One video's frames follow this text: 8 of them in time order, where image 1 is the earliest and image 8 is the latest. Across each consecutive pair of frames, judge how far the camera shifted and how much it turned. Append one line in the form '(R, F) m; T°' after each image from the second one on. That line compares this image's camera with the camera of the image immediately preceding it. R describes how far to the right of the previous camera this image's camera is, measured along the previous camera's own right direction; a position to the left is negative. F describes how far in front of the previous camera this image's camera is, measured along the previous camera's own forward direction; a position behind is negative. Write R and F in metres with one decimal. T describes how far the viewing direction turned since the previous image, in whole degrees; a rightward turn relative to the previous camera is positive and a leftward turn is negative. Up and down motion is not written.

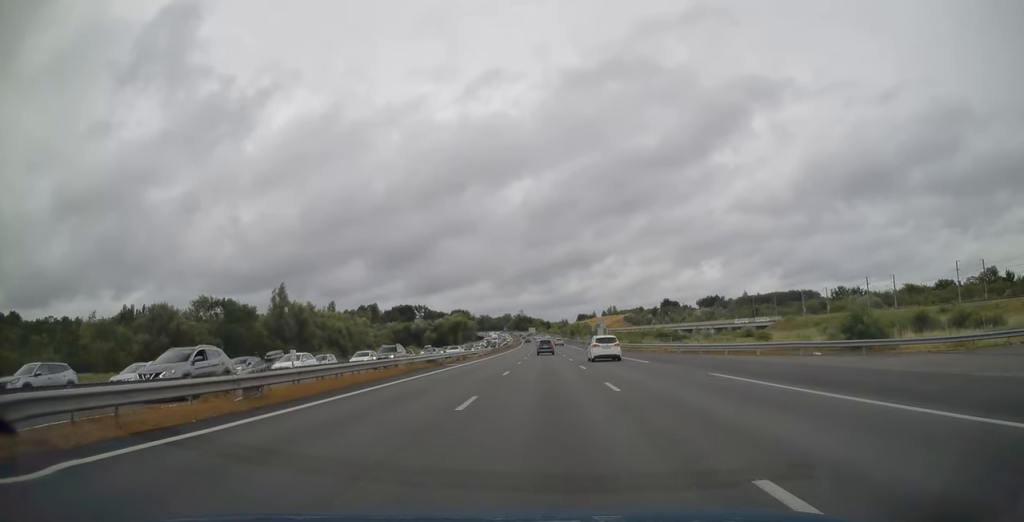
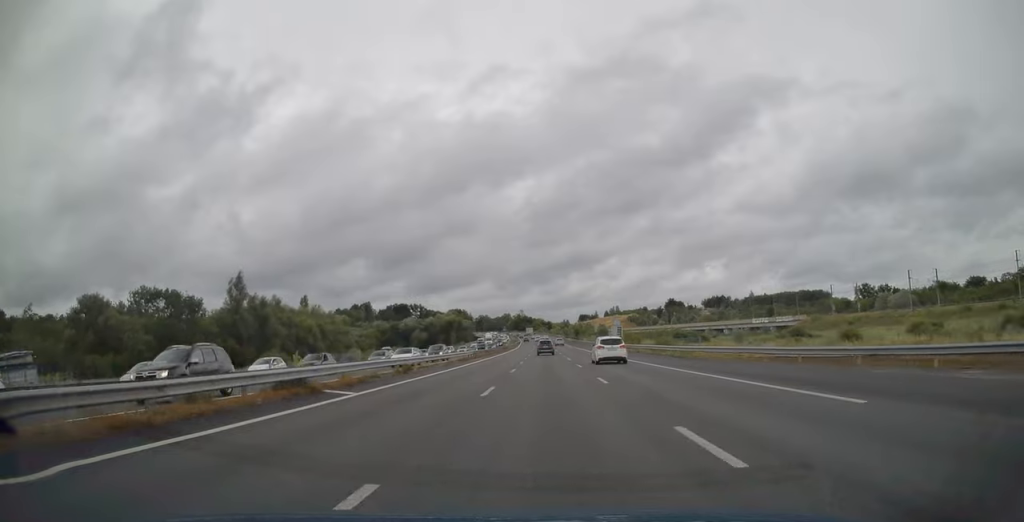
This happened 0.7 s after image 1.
(-0.1, +22.2) m; 0°
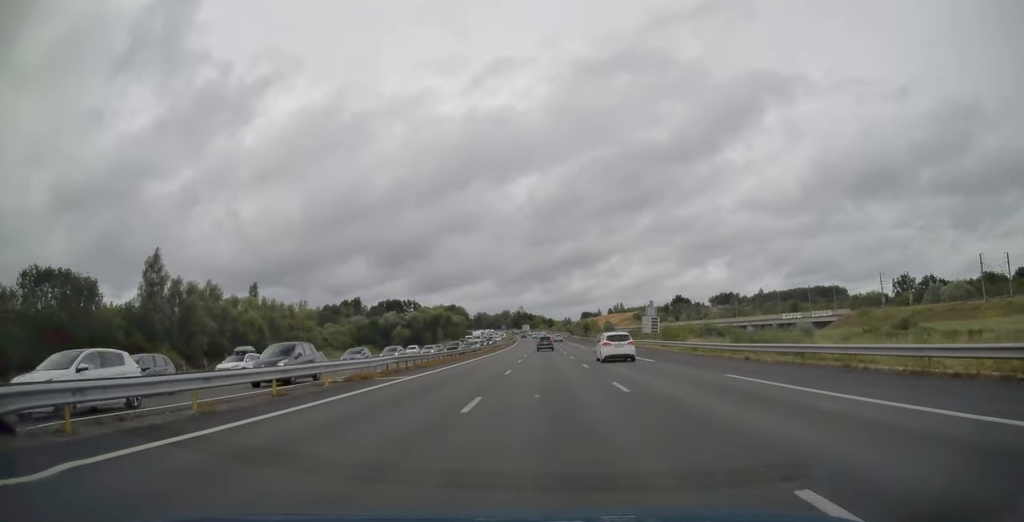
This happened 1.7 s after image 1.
(+0.1, +30.1) m; 0°
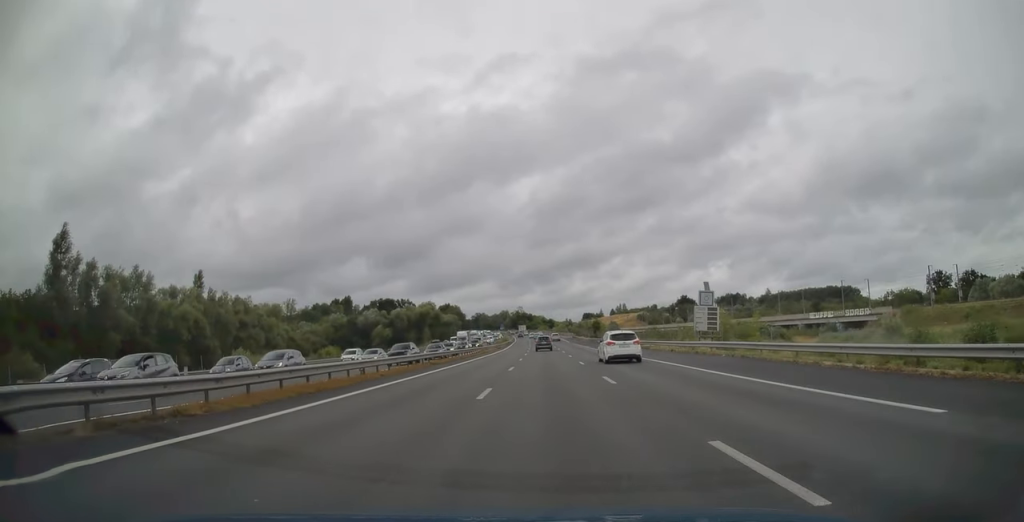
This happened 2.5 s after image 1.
(+0.1, +23.2) m; 0°
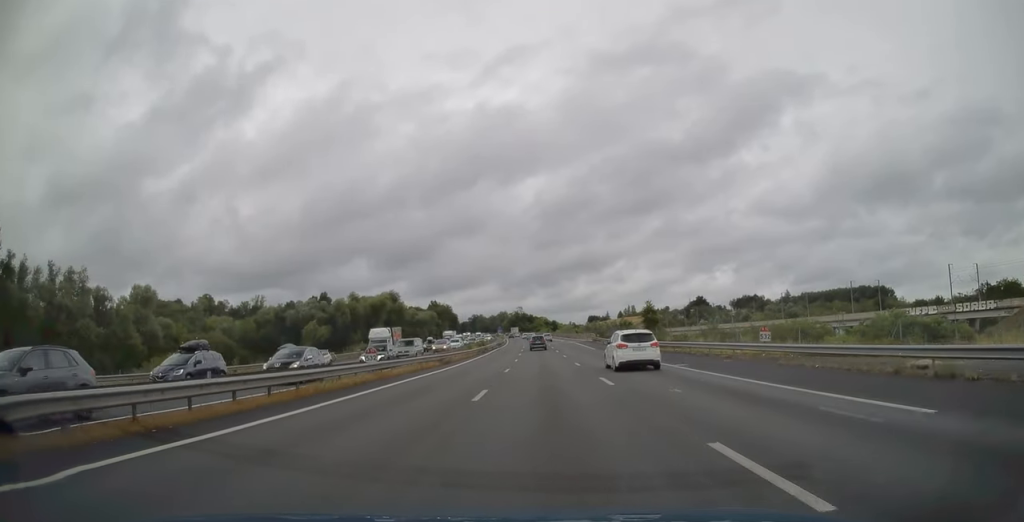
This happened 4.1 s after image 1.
(-0.1, +51.8) m; -1°
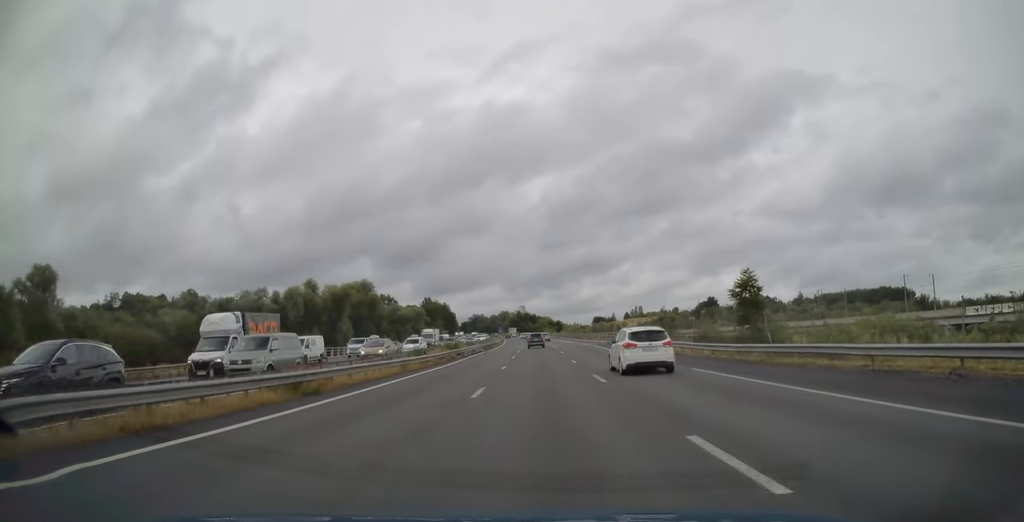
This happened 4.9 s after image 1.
(-0.1, +25.5) m; 0°
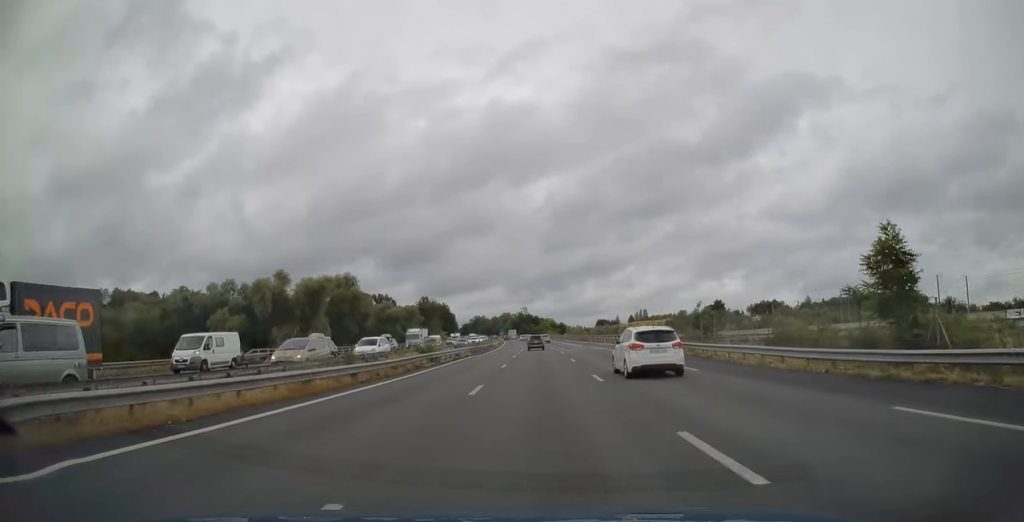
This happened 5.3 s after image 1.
(-0.1, +12.8) m; 0°
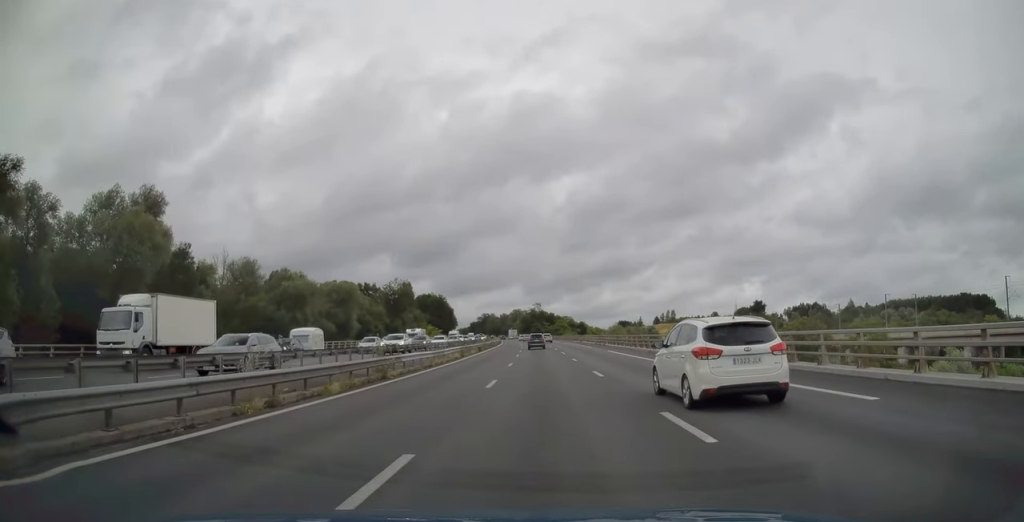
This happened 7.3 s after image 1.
(-0.3, +63.6) m; -1°
